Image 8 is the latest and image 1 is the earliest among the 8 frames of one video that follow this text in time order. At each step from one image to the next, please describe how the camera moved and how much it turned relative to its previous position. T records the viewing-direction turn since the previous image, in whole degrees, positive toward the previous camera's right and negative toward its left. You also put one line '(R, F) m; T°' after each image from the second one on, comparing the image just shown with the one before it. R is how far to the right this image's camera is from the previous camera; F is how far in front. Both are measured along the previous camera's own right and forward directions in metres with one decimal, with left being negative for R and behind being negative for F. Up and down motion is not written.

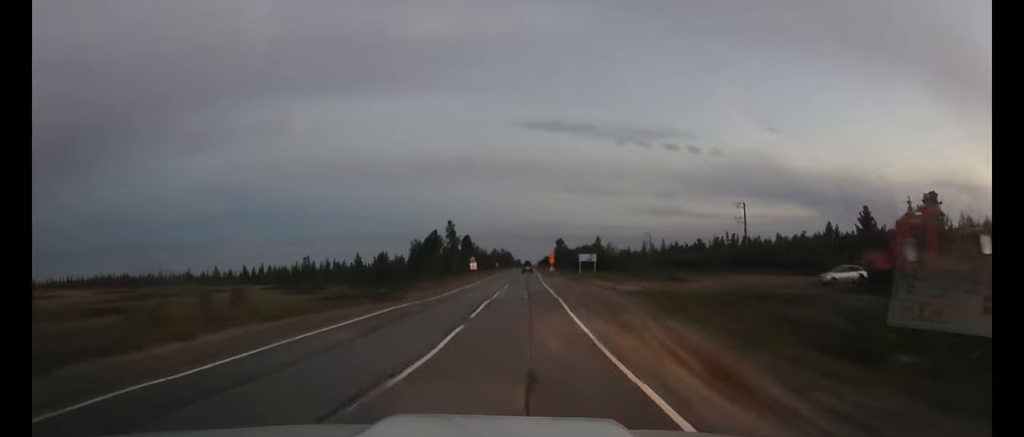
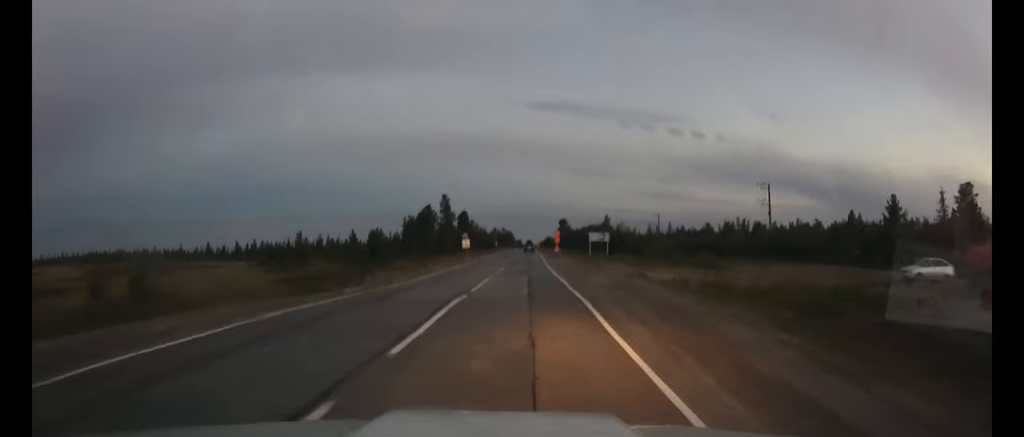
(0.0, +10.5) m; 0°
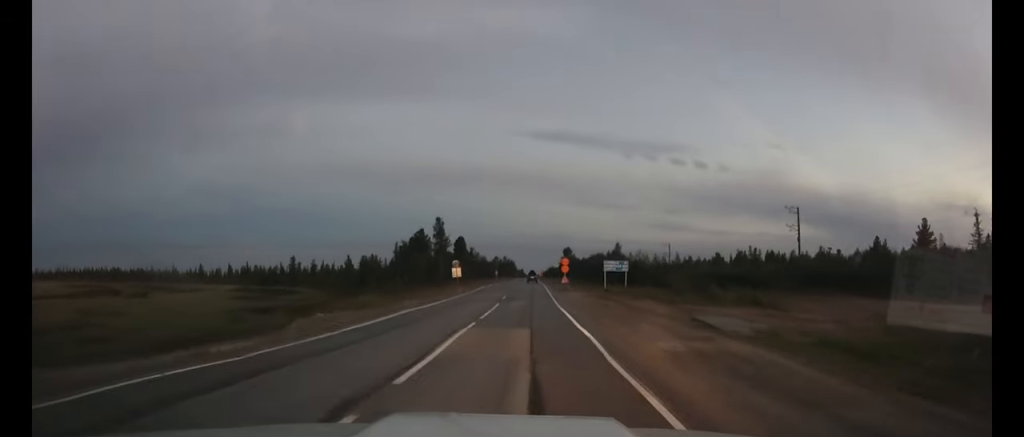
(0.0, +10.6) m; 0°
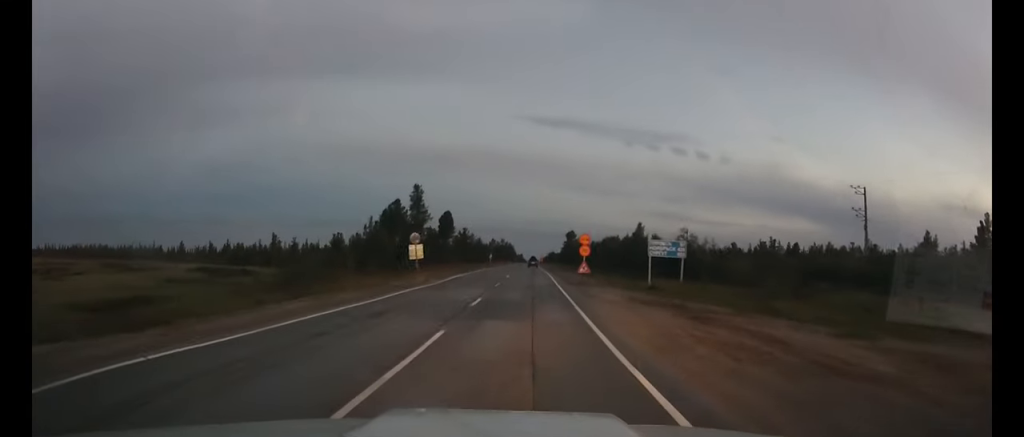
(-0.1, +19.7) m; 0°
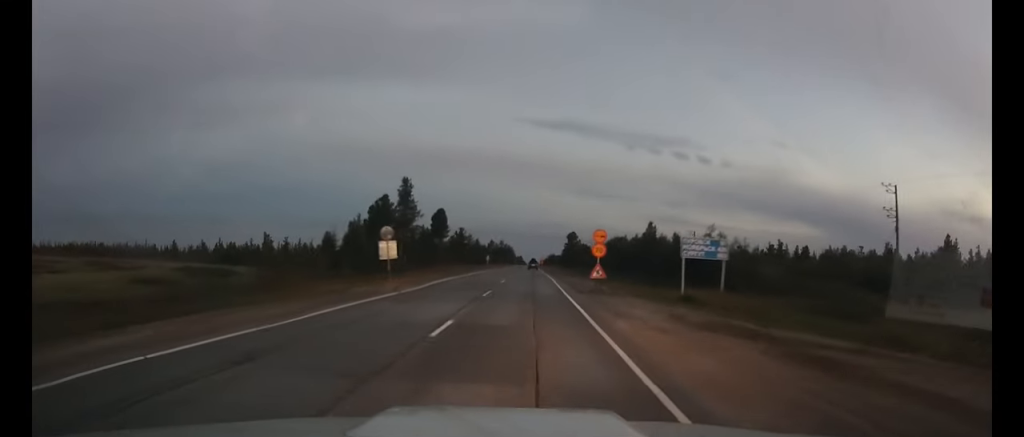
(0.0, +7.3) m; 0°
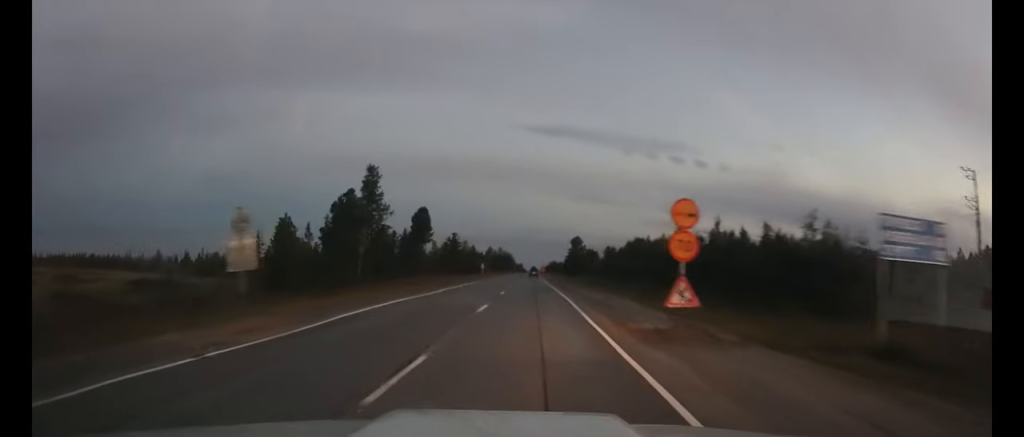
(0.0, +15.8) m; 0°
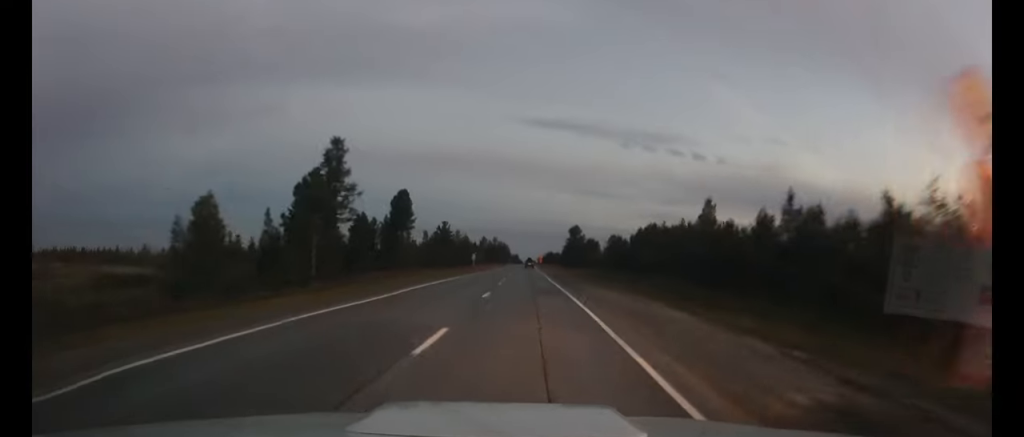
(0.0, +9.8) m; 0°
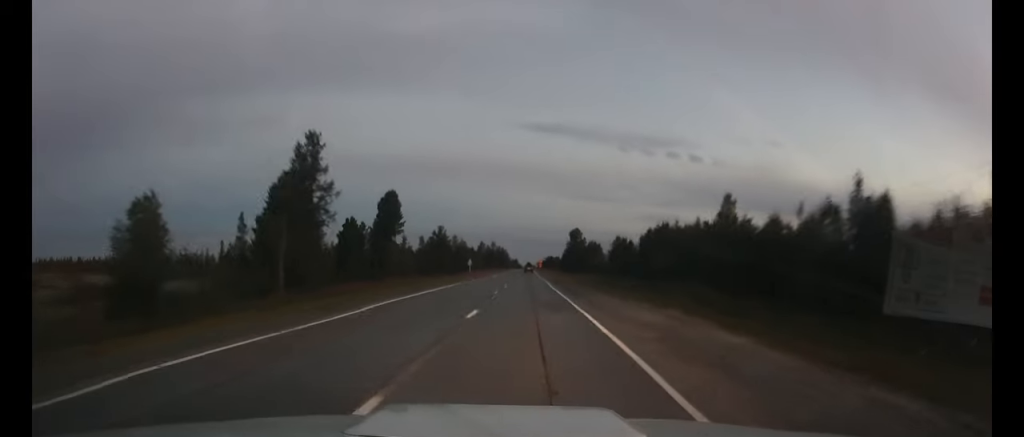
(0.0, +5.3) m; 0°
